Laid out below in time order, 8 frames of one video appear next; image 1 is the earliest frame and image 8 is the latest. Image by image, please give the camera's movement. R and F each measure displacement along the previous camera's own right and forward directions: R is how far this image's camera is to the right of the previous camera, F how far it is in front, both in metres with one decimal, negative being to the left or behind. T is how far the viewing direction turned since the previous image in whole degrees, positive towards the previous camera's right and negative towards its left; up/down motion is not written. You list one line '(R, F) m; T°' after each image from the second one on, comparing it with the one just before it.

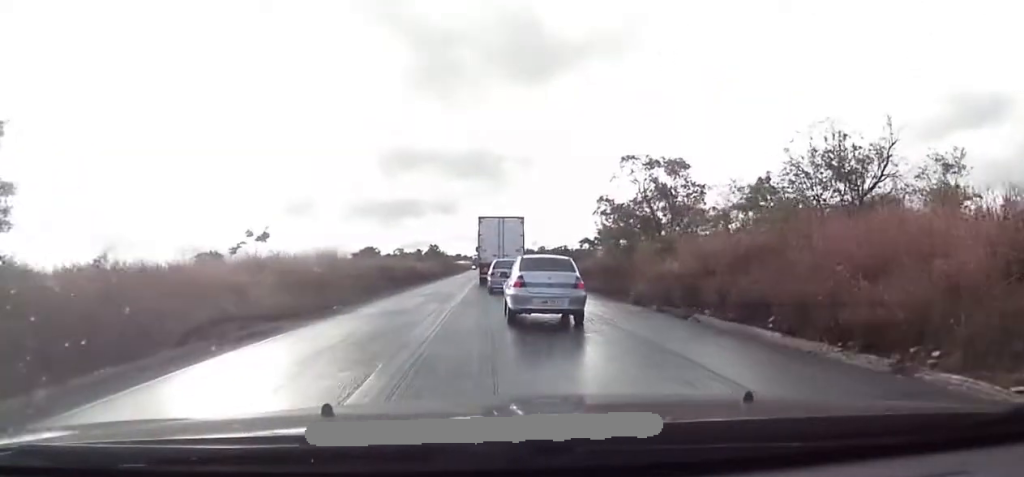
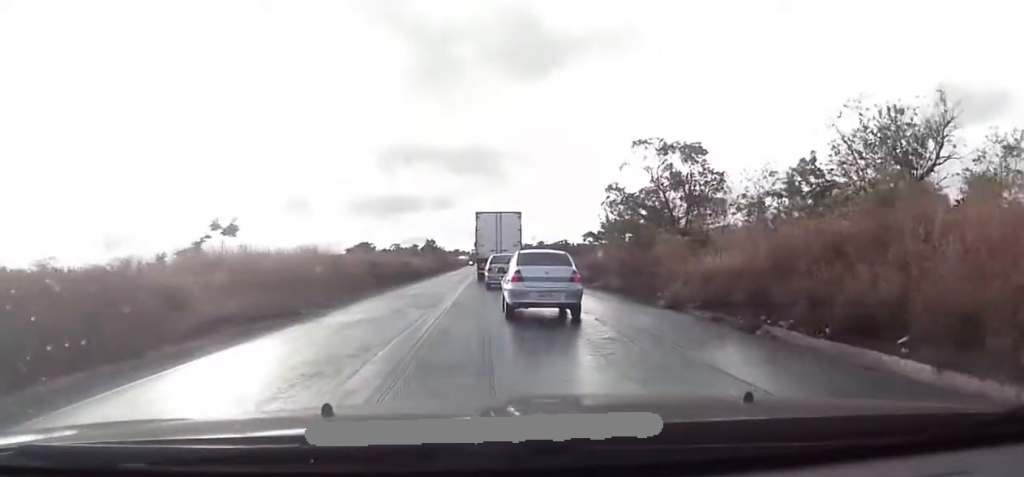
(0.0, +4.7) m; 0°
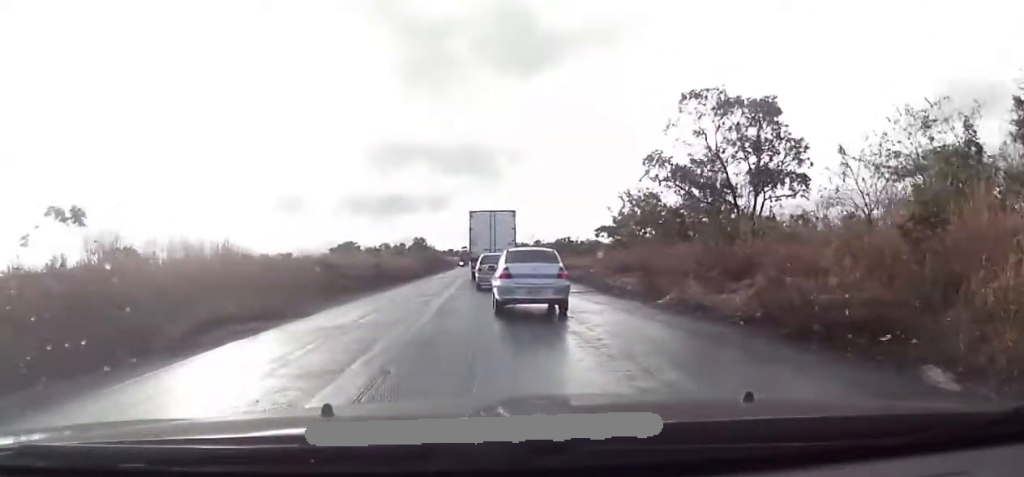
(0.0, +13.7) m; +2°
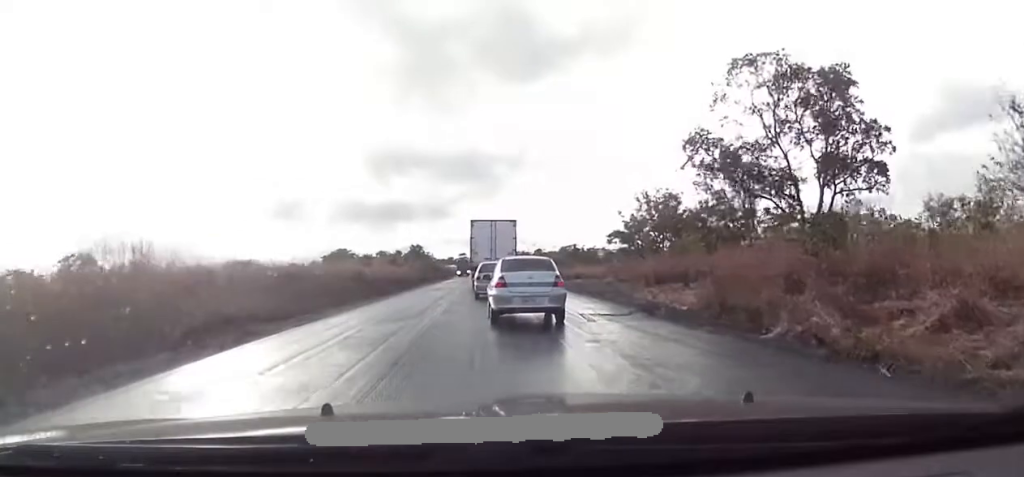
(+0.3, +7.6) m; +1°
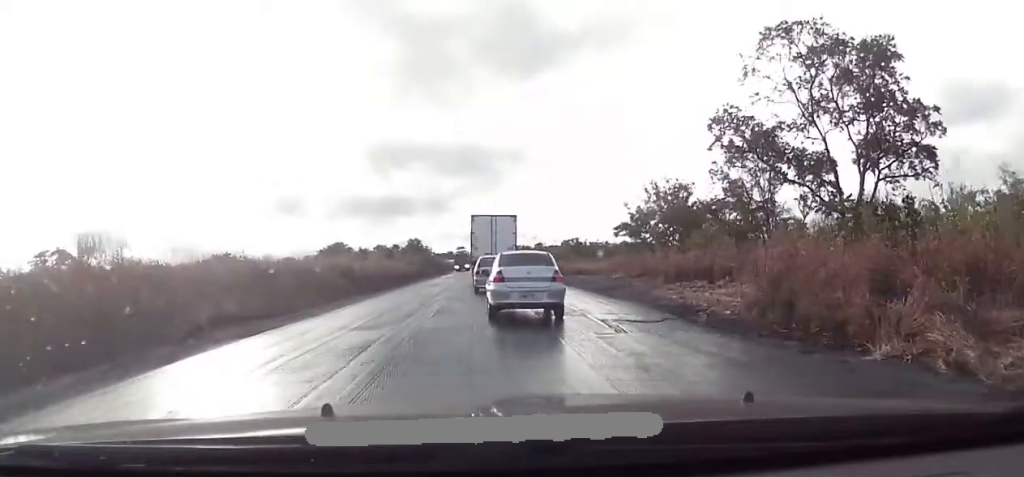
(+0.2, +3.5) m; 0°
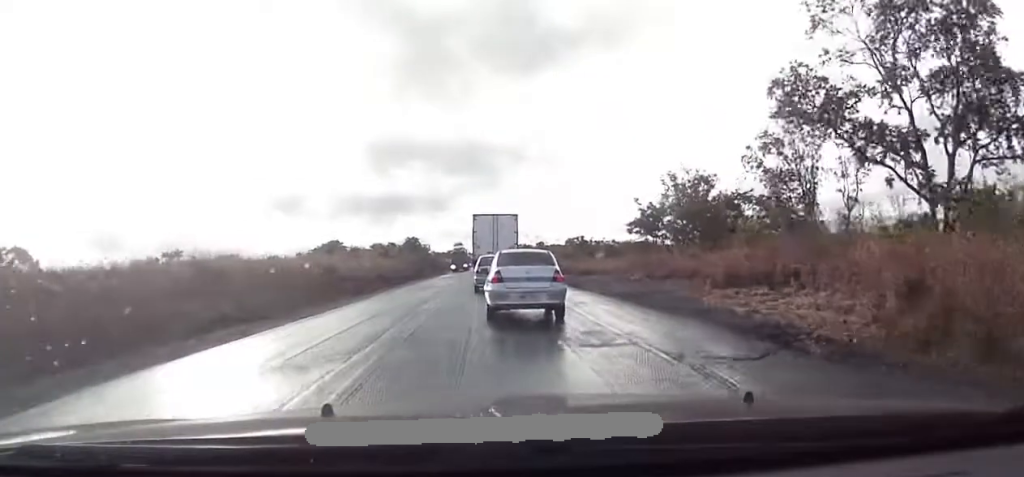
(-0.3, +5.6) m; -2°
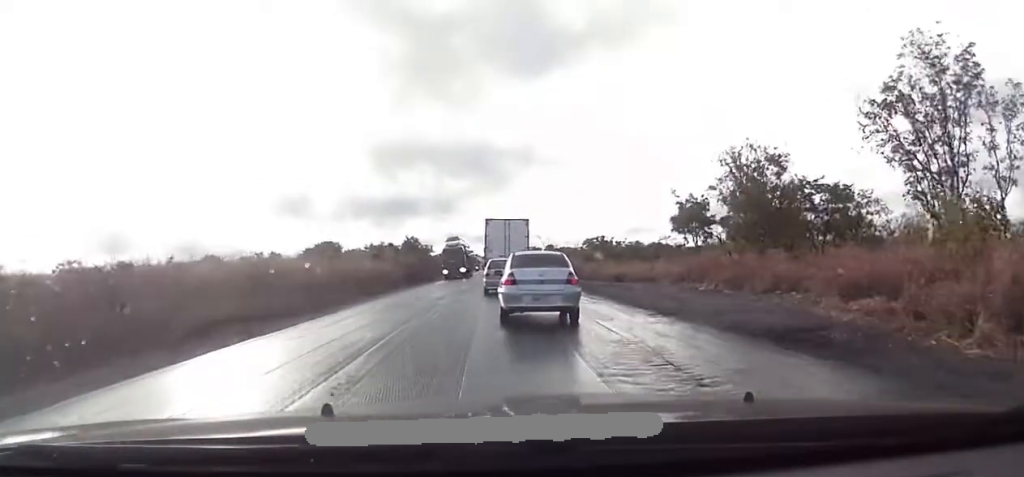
(-0.3, +12.7) m; -2°
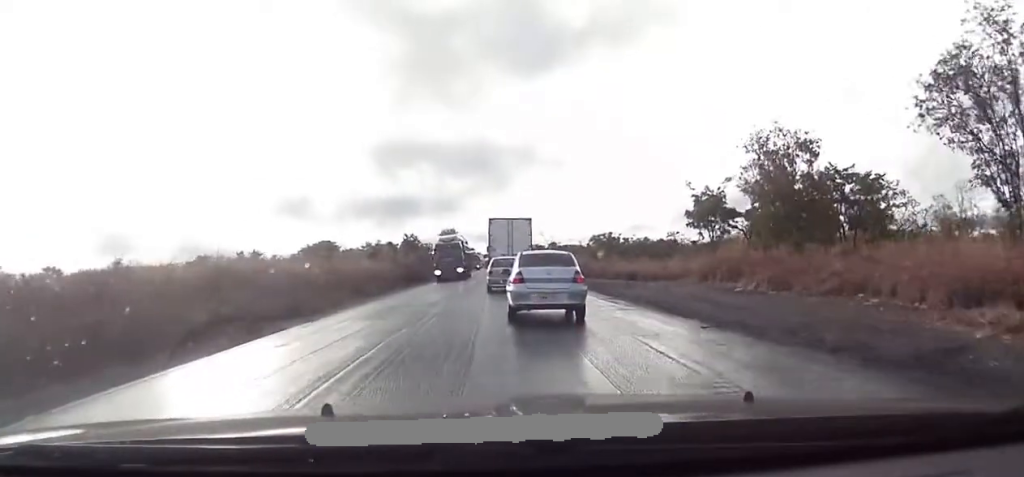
(0.0, +4.3) m; 0°
